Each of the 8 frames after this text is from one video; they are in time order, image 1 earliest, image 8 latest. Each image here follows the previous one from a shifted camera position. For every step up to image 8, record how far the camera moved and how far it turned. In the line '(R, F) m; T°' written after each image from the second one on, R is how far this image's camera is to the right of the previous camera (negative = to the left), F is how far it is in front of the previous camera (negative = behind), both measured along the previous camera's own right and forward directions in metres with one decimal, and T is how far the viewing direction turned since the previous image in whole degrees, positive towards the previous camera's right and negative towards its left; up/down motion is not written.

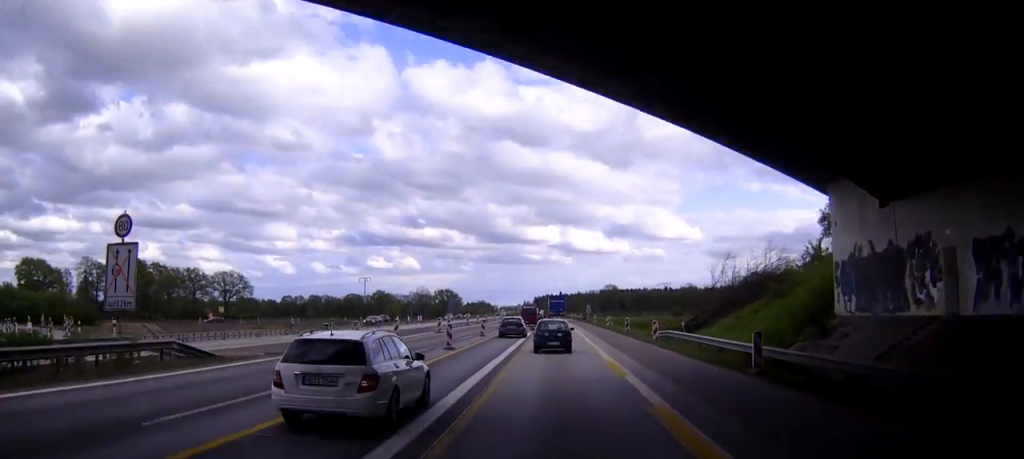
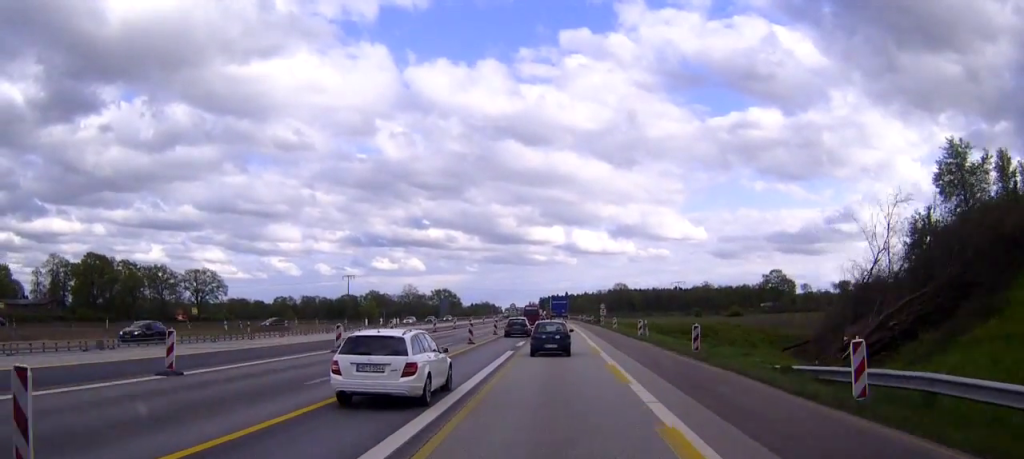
(0.0, +28.3) m; 0°
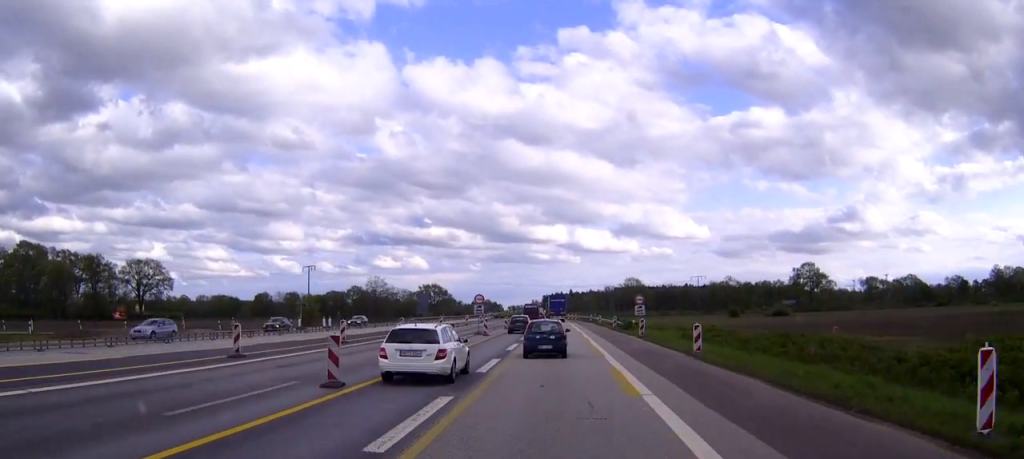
(-0.1, +42.3) m; 0°
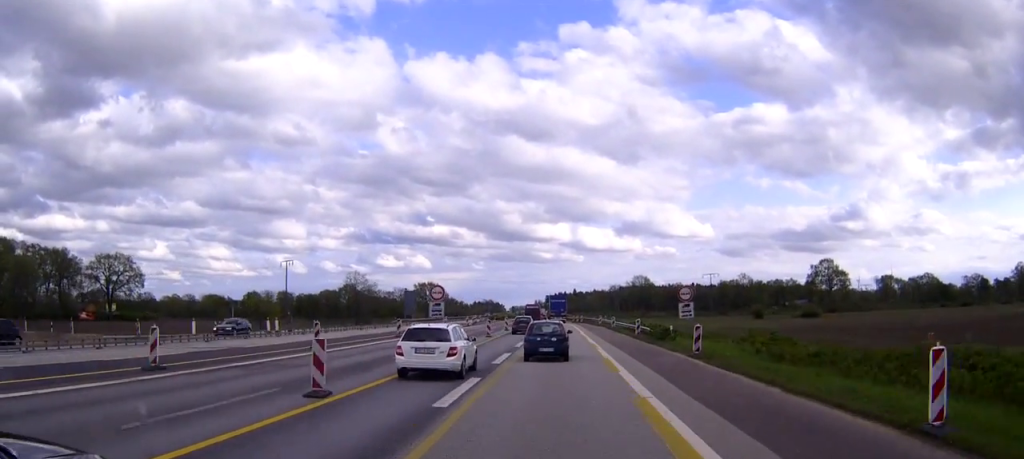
(0.0, +19.2) m; 0°
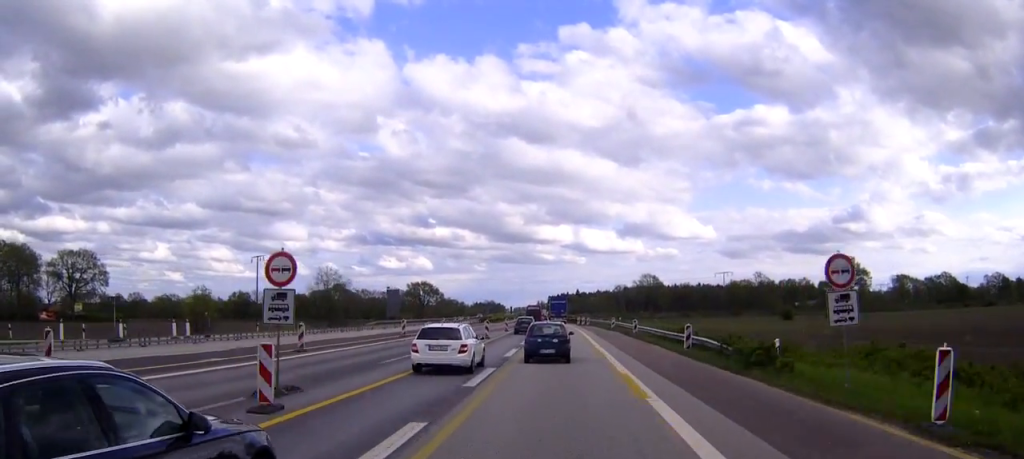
(0.0, +19.9) m; 0°
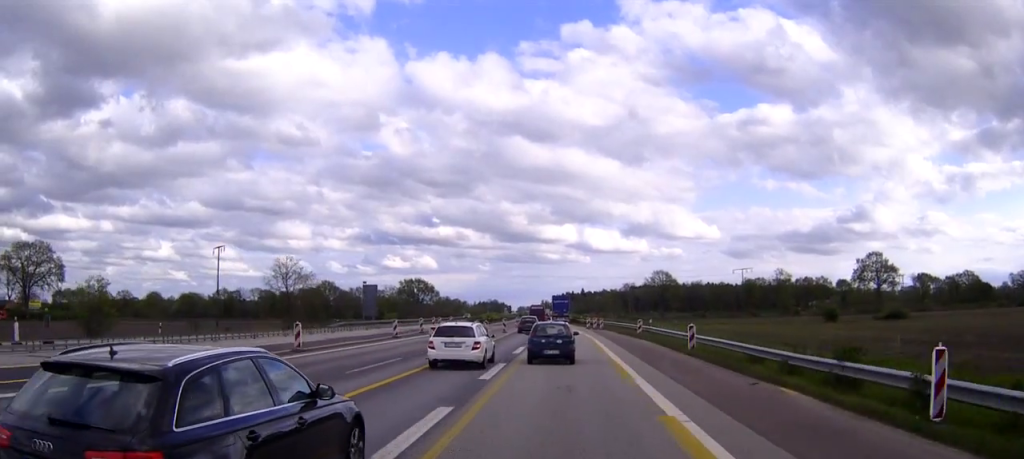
(0.0, +22.0) m; 0°
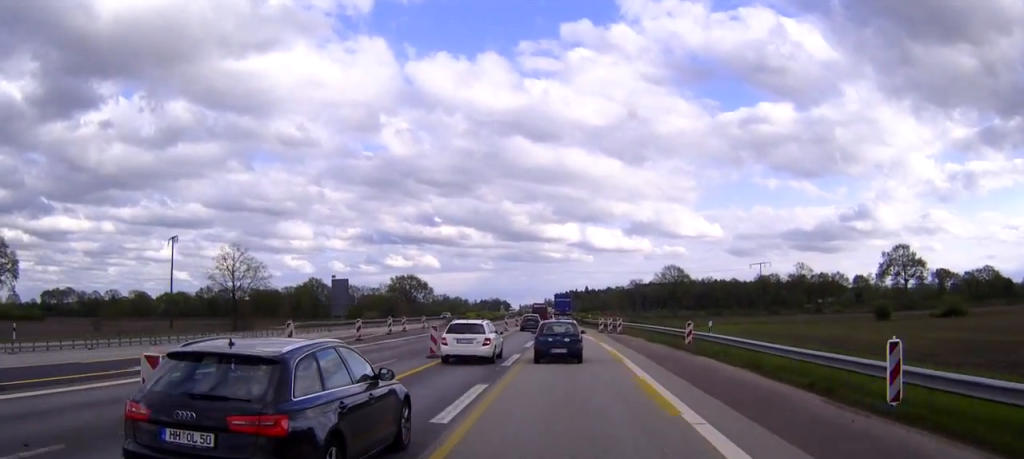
(0.0, +19.9) m; 0°
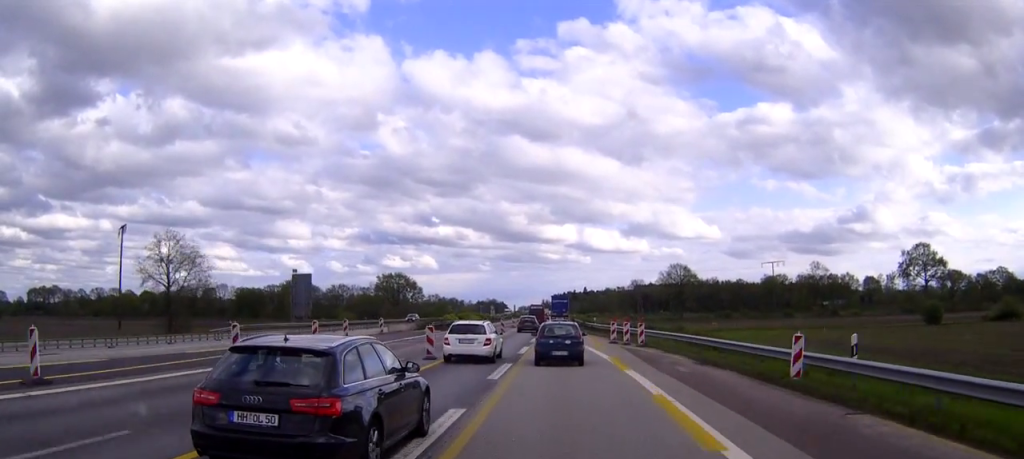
(-0.1, +16.2) m; 0°
